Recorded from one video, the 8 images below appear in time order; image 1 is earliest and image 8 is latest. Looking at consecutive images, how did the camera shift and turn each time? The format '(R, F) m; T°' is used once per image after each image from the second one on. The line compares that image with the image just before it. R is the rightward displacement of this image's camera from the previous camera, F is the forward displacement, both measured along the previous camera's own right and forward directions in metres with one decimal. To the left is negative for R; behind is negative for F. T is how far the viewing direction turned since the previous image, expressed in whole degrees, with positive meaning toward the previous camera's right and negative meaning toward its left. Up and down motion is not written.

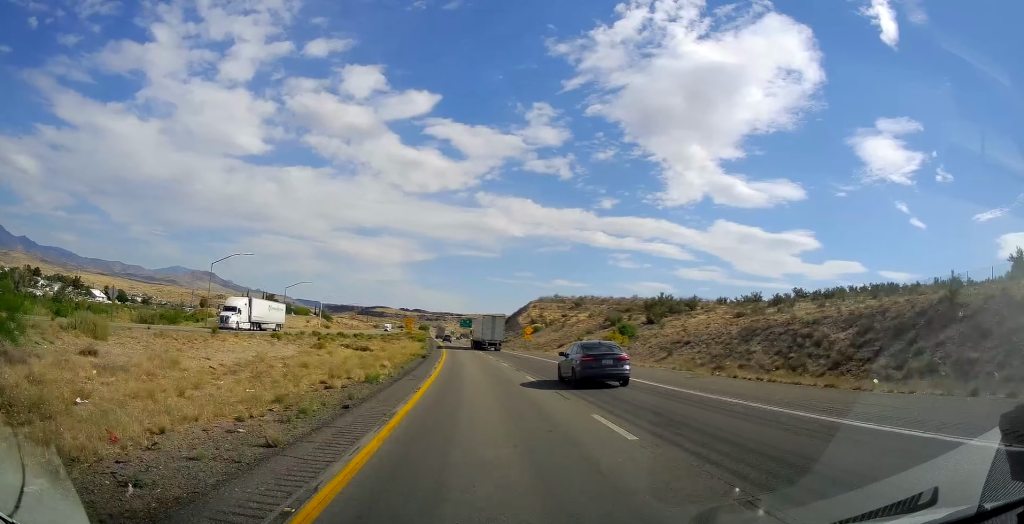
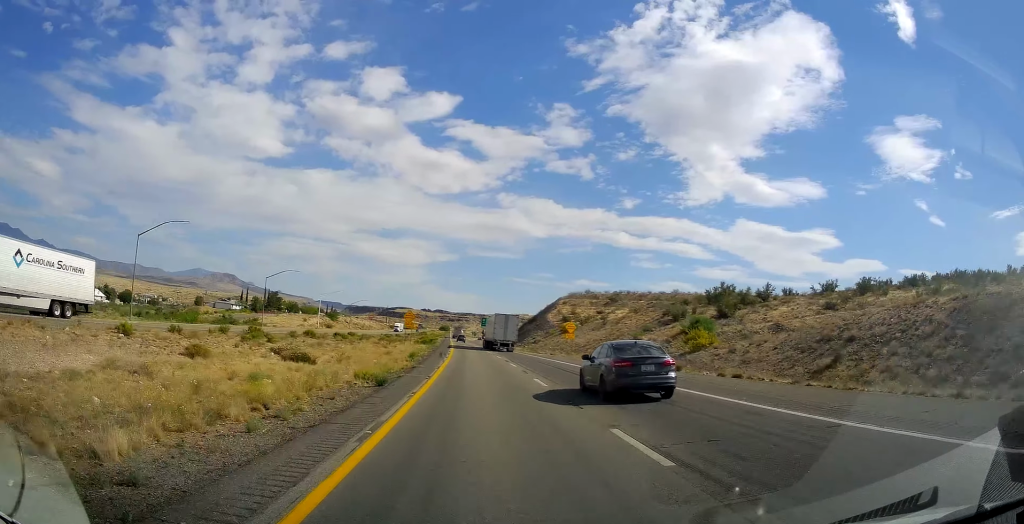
(-0.4, +26.2) m; -1°
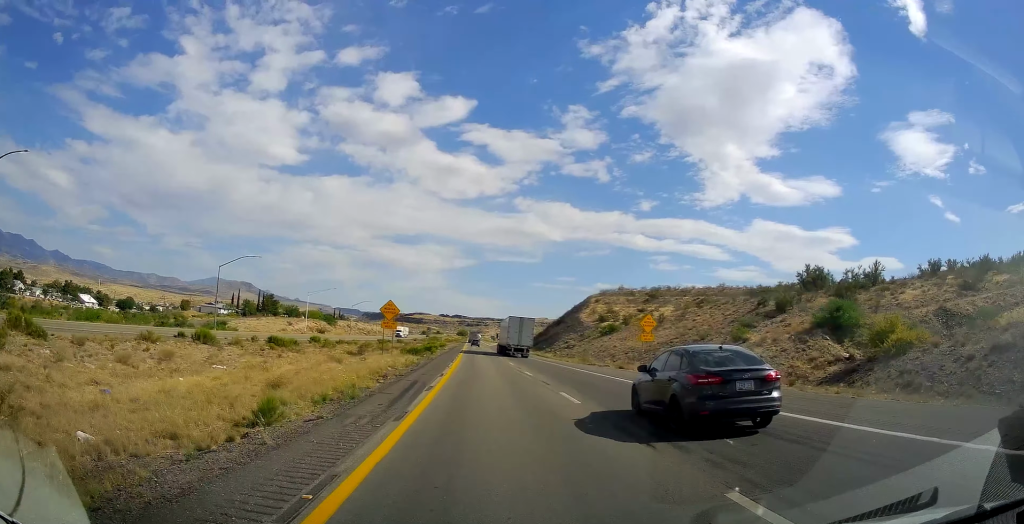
(-0.1, +28.7) m; -1°
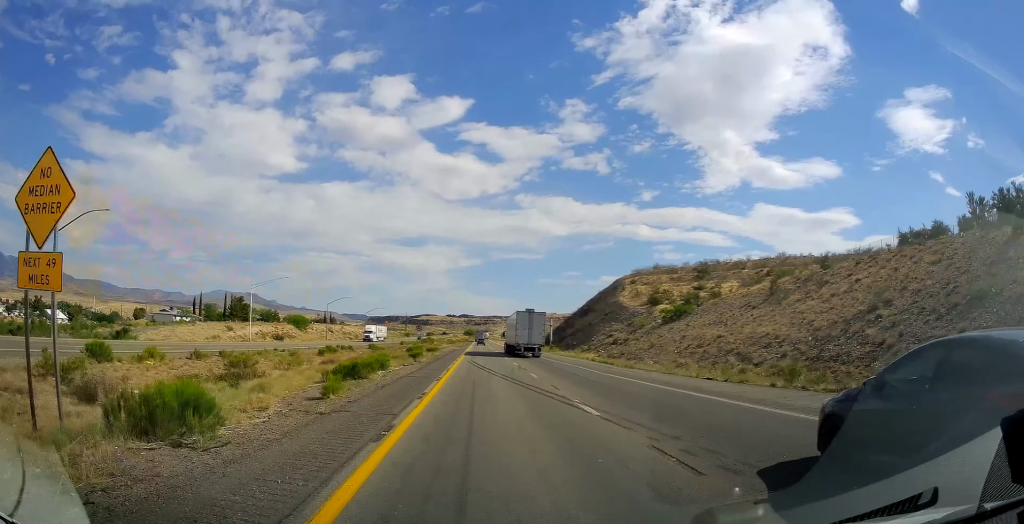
(-0.6, +39.0) m; -2°
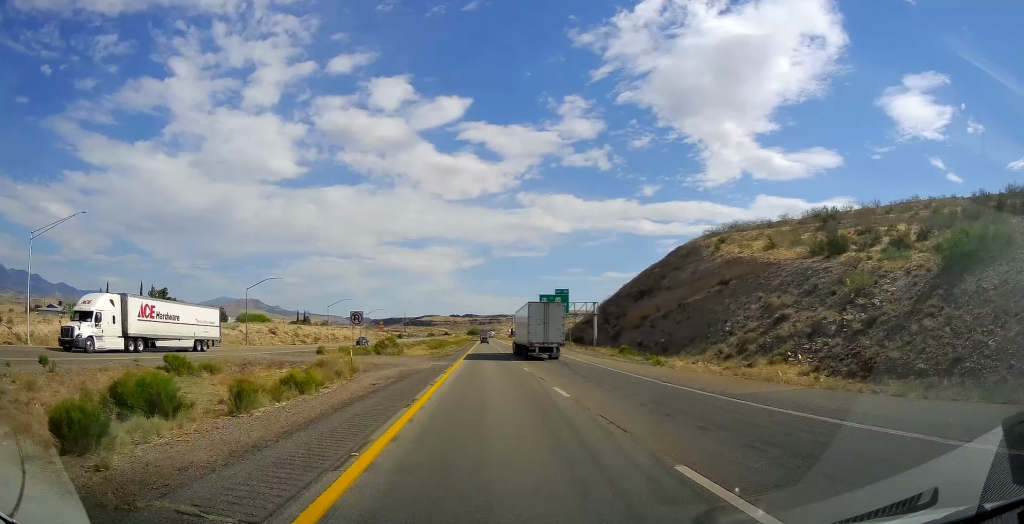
(-1.6, +57.5) m; -2°
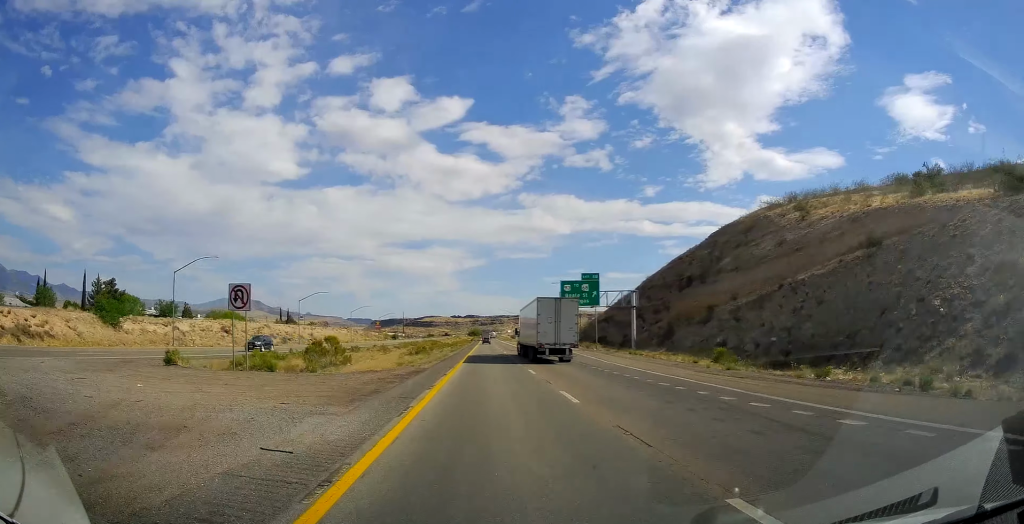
(+0.3, +26.2) m; 0°
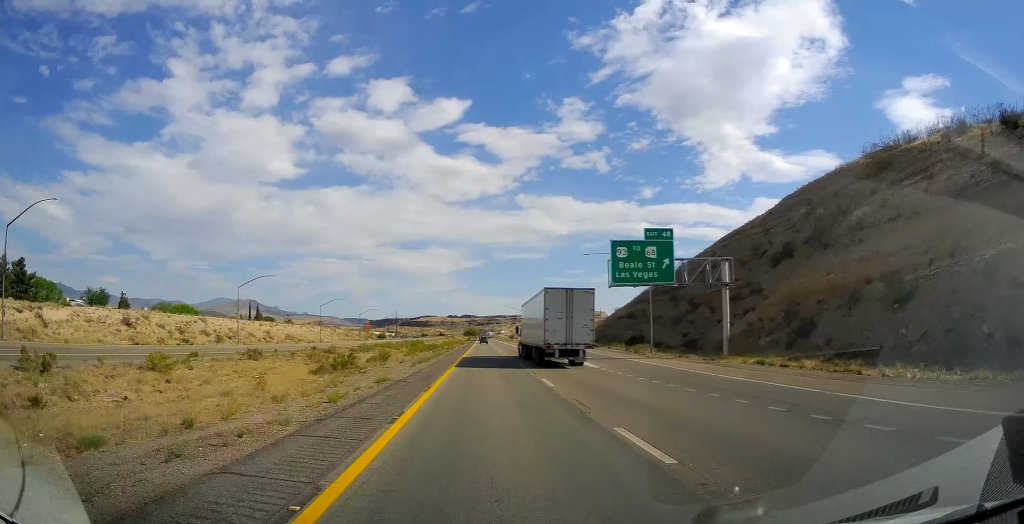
(-0.4, +32.1) m; -1°
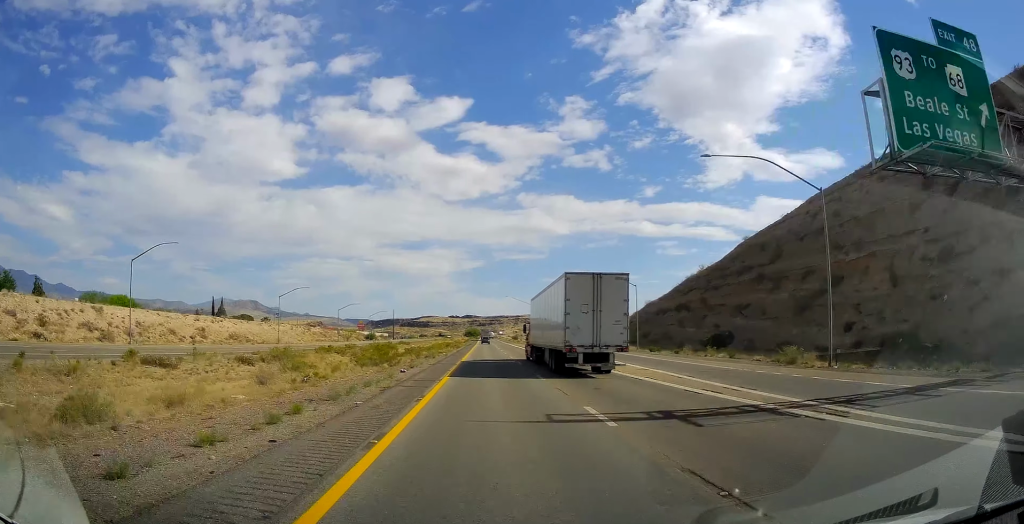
(0.0, +33.3) m; +1°
